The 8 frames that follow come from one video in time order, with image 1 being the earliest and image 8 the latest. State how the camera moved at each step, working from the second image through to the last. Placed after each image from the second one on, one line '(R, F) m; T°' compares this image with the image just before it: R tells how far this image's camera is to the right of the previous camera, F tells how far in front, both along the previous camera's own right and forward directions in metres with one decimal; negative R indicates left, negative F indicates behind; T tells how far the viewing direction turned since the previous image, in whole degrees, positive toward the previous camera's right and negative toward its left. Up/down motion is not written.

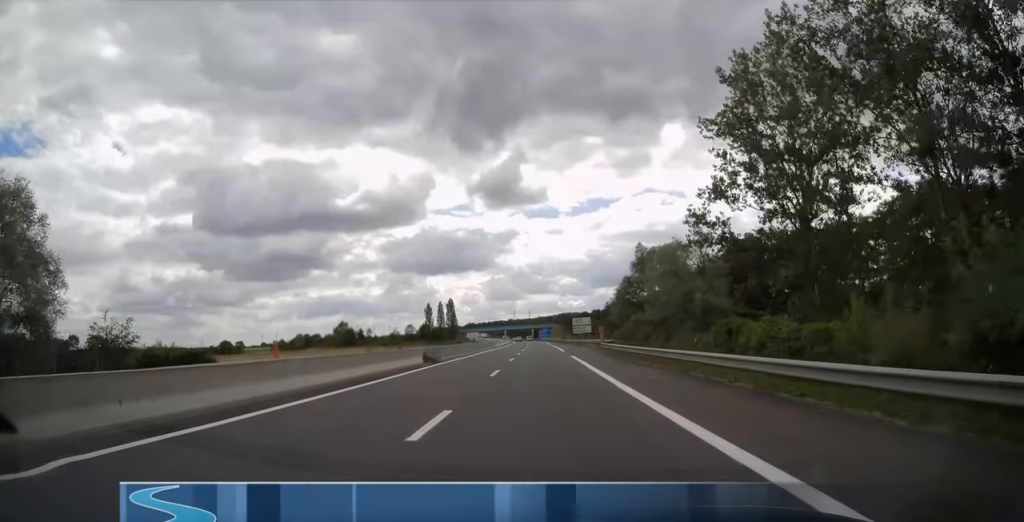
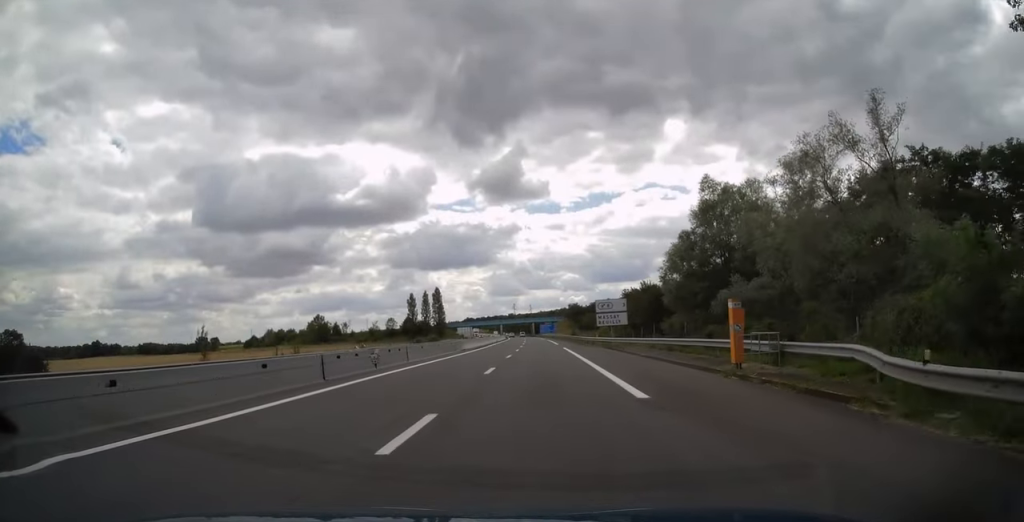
(+0.3, +39.7) m; 0°
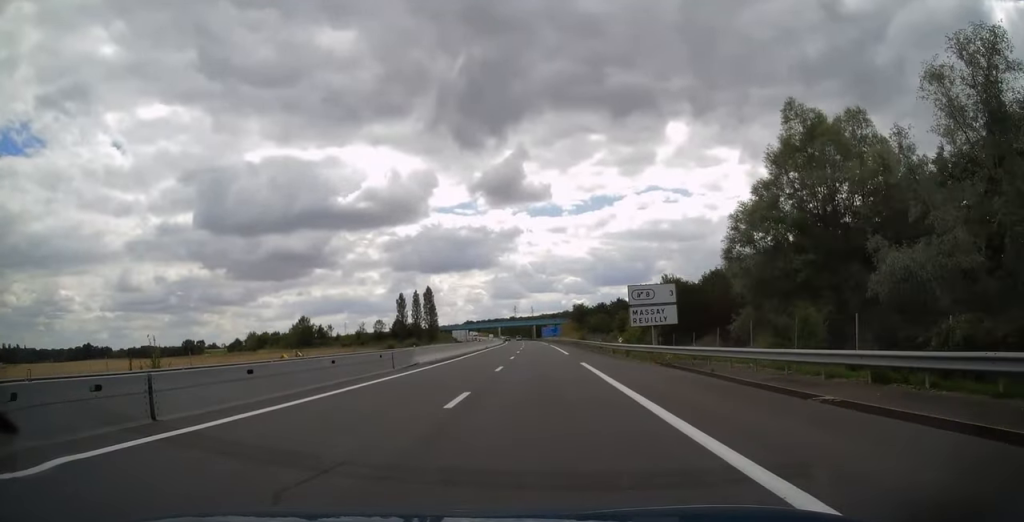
(-0.2, +21.1) m; 0°
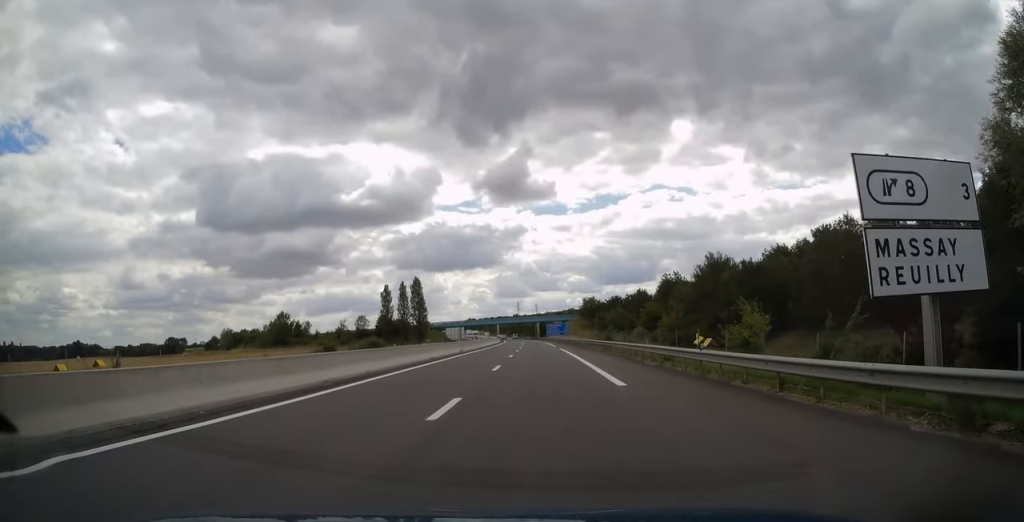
(+0.3, +27.4) m; 0°
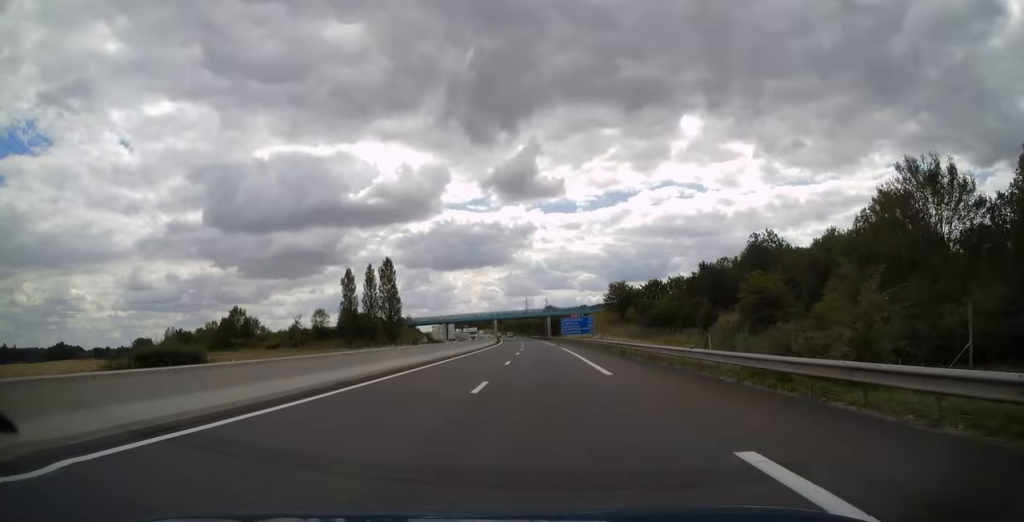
(-0.7, +47.0) m; -1°
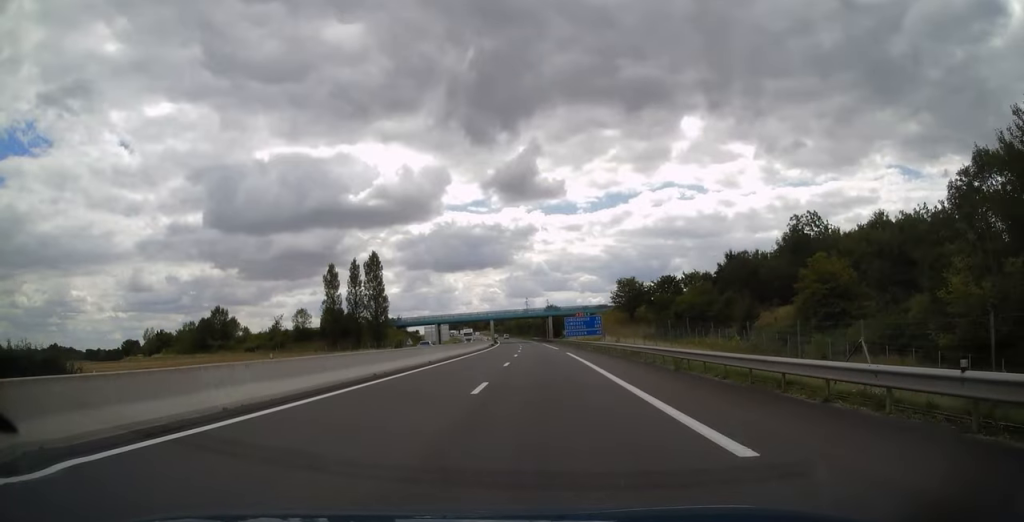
(0.0, +12.7) m; 0°
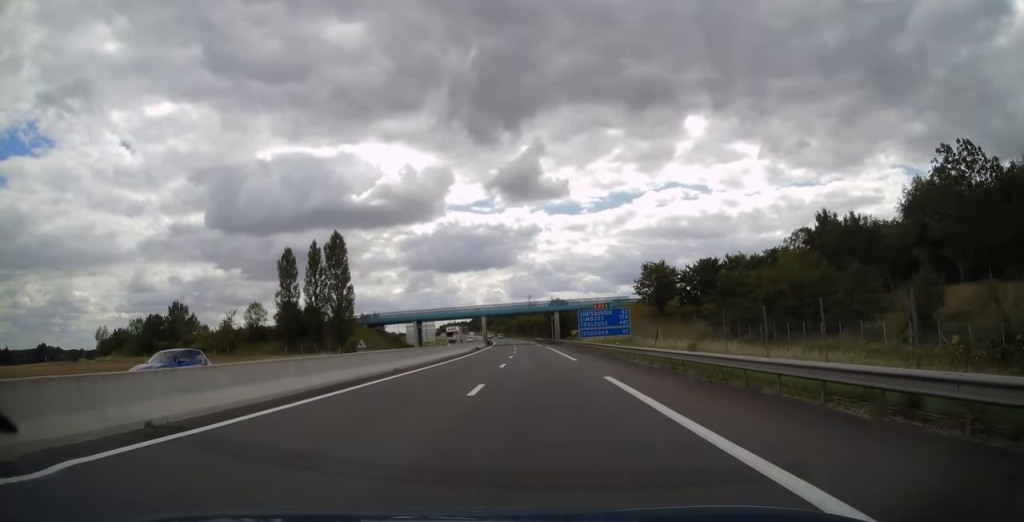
(0.0, +25.9) m; 0°
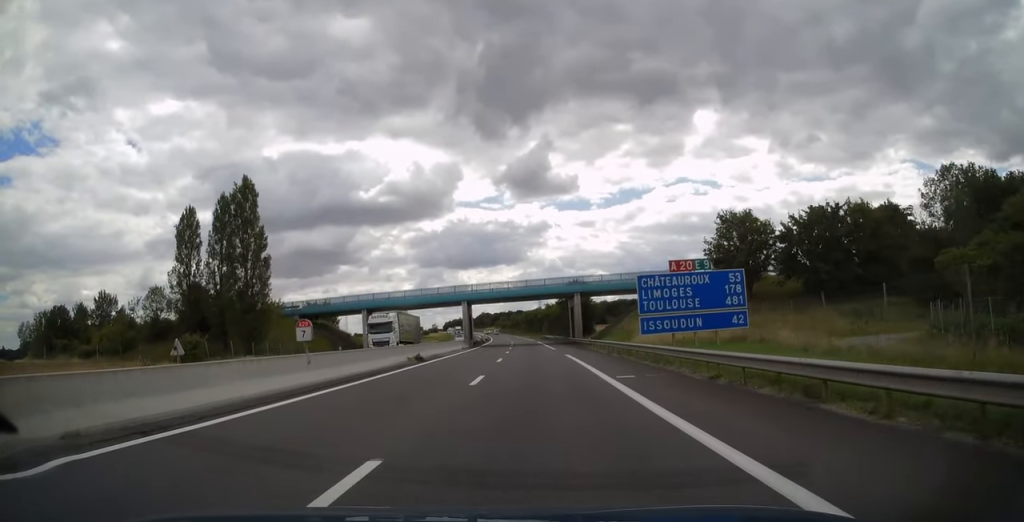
(-0.3, +36.2) m; -1°
